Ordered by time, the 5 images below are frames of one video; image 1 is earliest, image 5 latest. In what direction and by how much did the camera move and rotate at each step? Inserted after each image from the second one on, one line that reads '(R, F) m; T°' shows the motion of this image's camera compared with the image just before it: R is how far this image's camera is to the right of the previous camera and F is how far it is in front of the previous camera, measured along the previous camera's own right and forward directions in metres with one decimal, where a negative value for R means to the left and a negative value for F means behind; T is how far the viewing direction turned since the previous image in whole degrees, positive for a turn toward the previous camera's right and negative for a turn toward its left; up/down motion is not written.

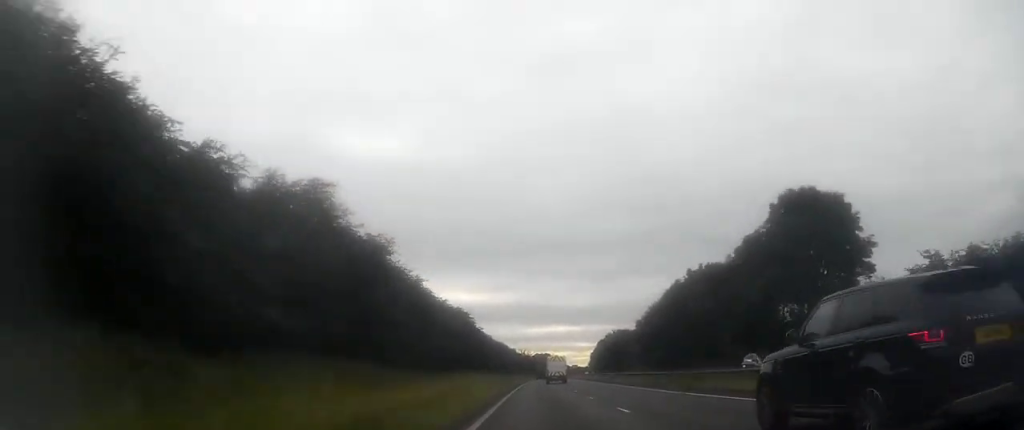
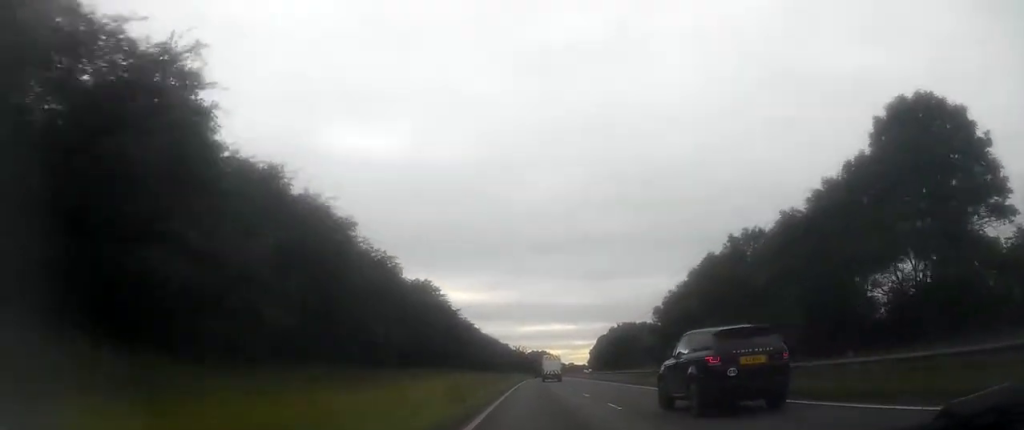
(+0.2, +17.4) m; 0°
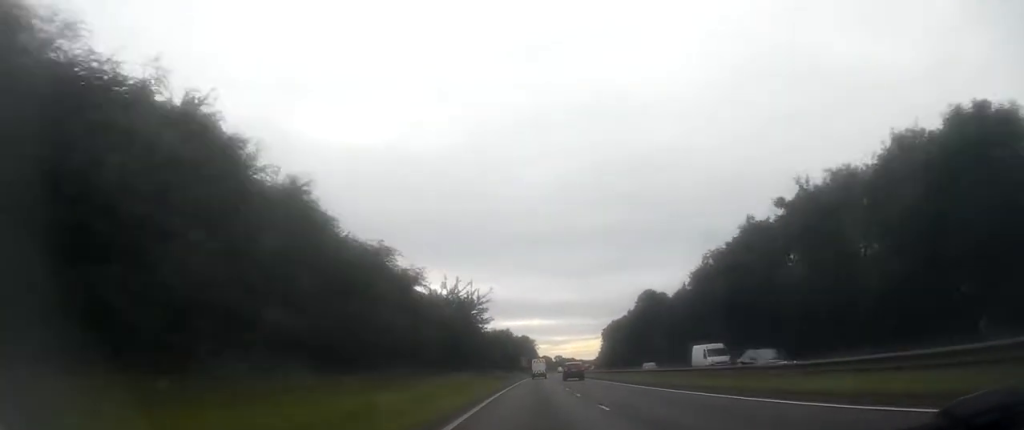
(+1.6, +118.2) m; +2°
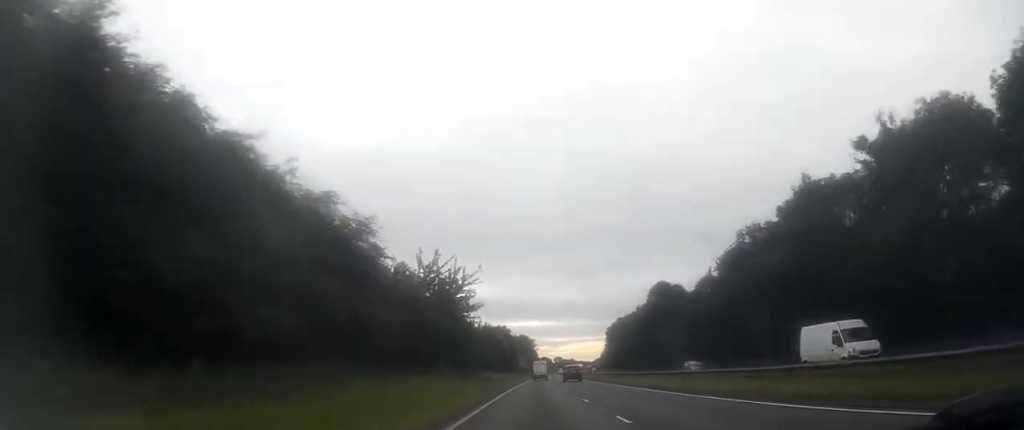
(-0.1, +12.2) m; 0°
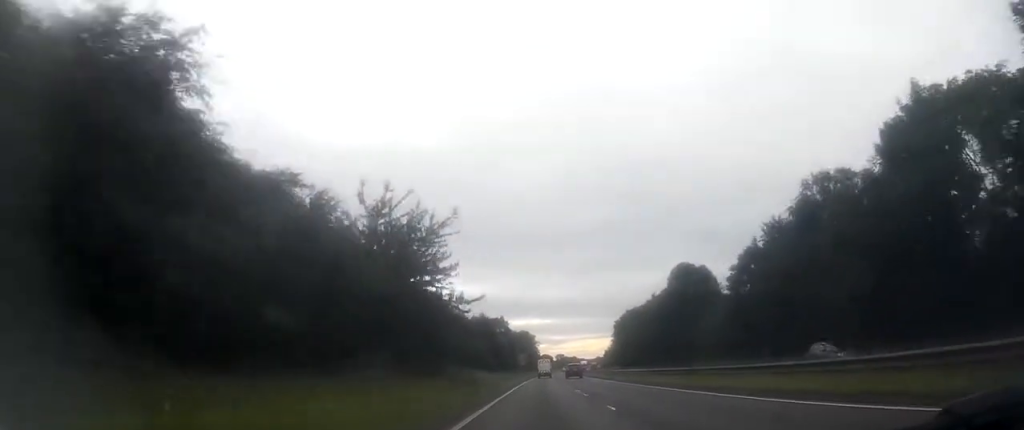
(+0.2, +14.8) m; +1°
